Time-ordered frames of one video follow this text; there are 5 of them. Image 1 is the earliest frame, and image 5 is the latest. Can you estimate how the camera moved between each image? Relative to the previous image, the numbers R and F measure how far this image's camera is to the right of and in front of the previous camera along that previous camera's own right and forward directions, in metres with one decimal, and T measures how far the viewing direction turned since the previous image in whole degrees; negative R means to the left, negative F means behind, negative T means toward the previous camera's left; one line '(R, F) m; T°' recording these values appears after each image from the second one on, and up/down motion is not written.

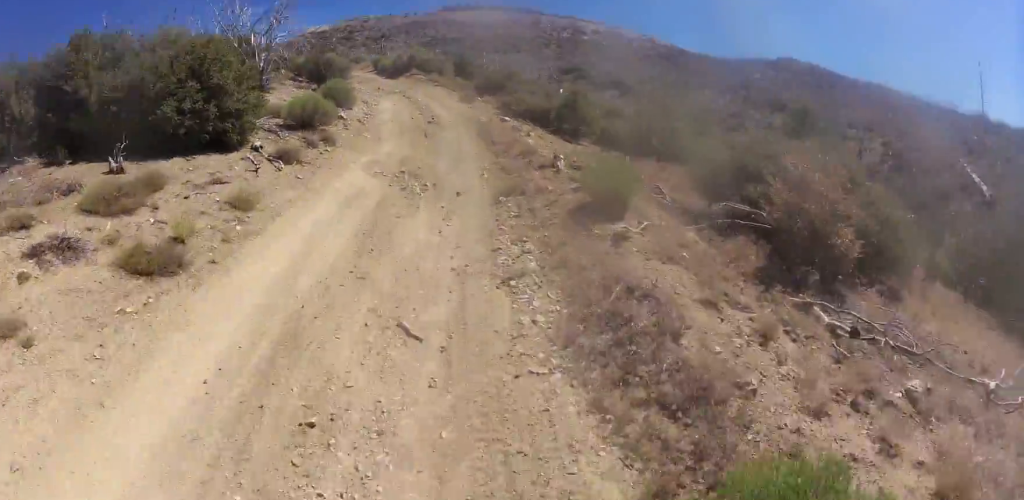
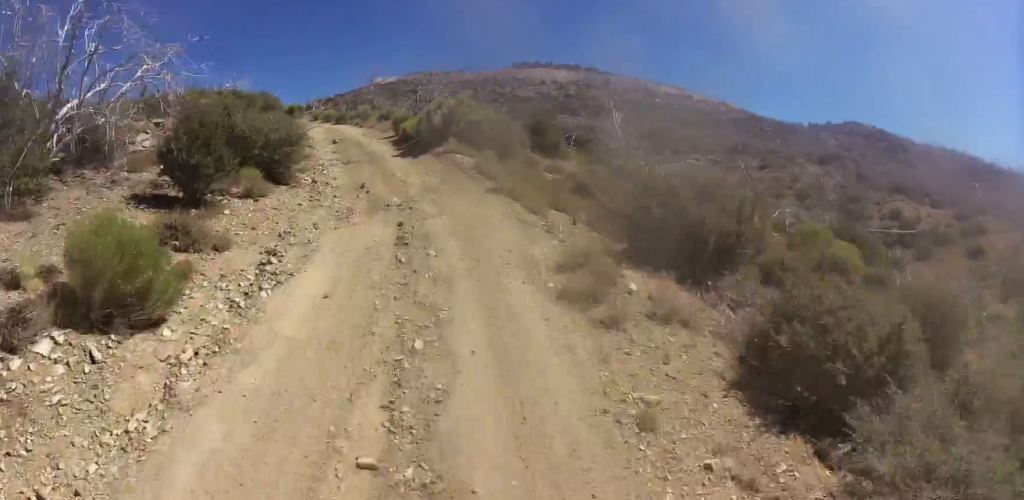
(+0.1, +15.3) m; -3°
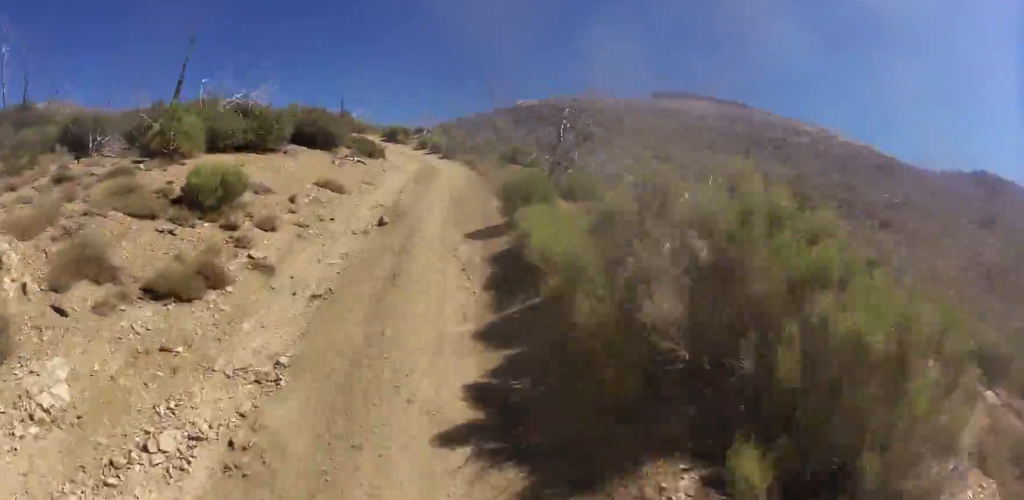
(-1.3, +11.3) m; -5°
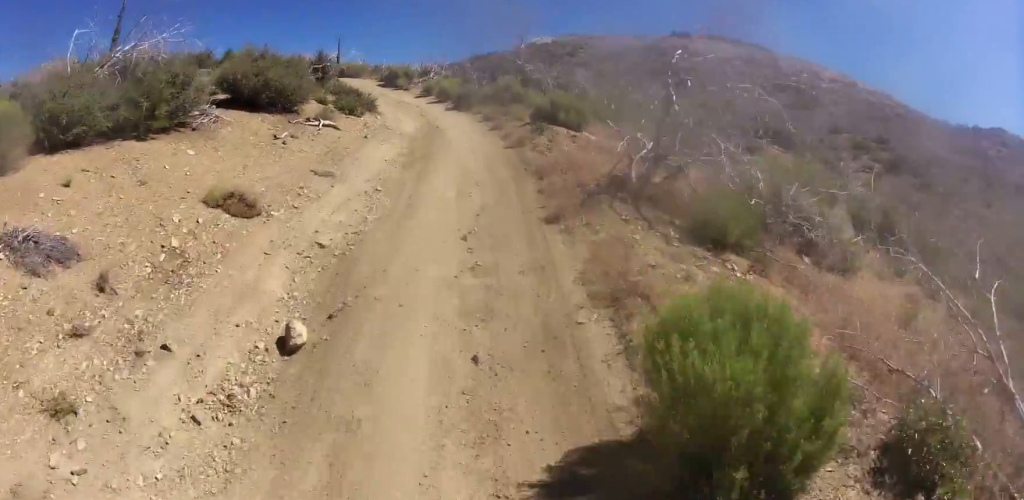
(+0.8, +6.3) m; 0°
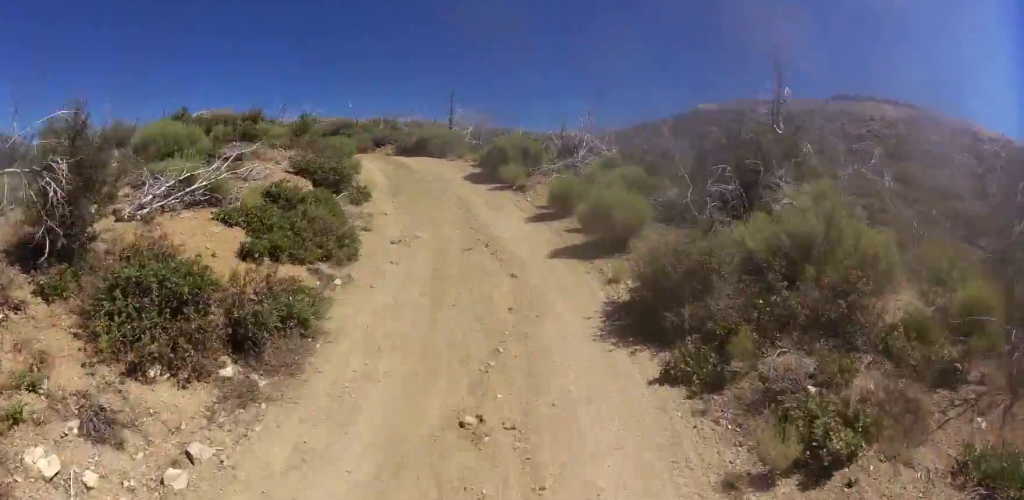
(-2.5, +15.9) m; -22°
